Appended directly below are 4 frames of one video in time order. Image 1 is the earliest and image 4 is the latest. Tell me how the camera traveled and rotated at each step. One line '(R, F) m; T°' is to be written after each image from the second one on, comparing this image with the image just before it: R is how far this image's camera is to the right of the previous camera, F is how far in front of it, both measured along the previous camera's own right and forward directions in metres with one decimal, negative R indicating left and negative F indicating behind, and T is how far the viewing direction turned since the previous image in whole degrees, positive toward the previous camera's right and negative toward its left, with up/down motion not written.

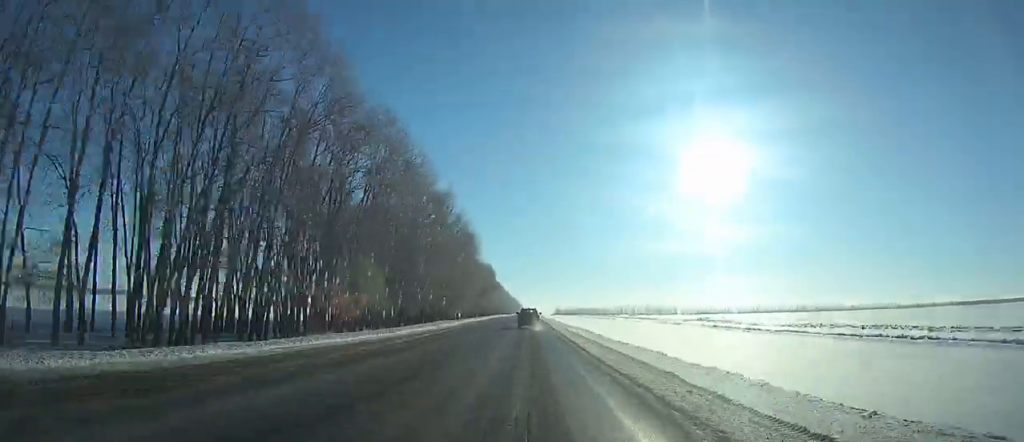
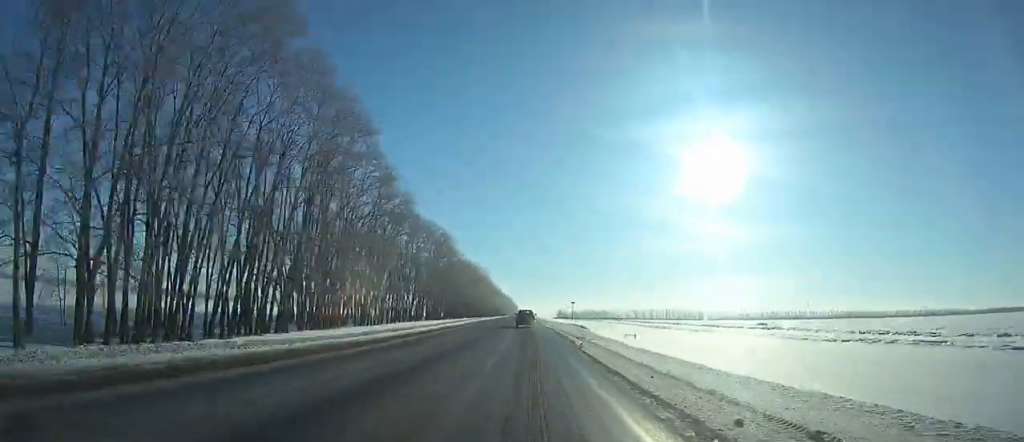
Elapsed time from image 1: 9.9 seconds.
(-0.3, +224.0) m; 0°
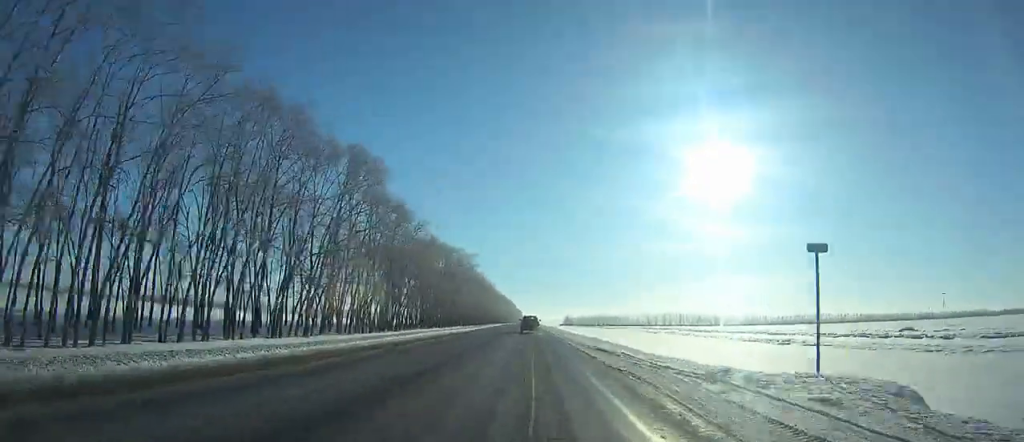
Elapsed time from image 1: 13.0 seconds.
(-0.2, +68.2) m; 0°
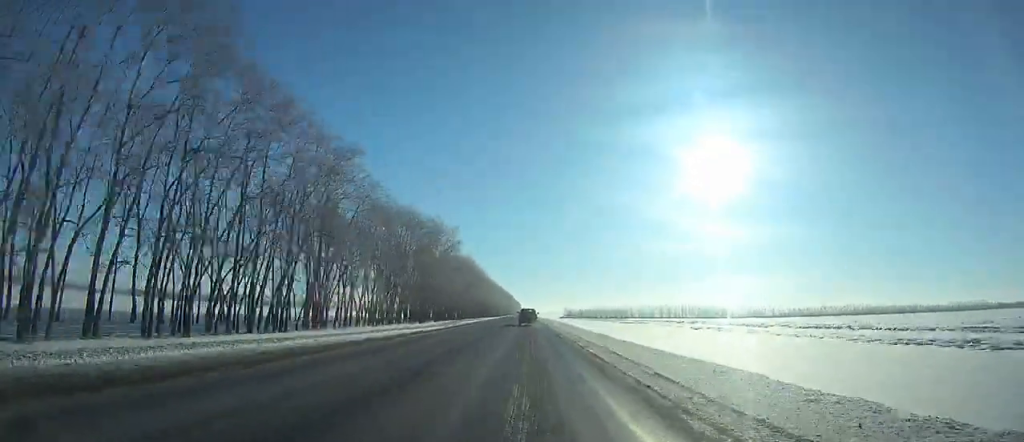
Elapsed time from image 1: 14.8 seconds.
(0.0, +38.1) m; 0°
